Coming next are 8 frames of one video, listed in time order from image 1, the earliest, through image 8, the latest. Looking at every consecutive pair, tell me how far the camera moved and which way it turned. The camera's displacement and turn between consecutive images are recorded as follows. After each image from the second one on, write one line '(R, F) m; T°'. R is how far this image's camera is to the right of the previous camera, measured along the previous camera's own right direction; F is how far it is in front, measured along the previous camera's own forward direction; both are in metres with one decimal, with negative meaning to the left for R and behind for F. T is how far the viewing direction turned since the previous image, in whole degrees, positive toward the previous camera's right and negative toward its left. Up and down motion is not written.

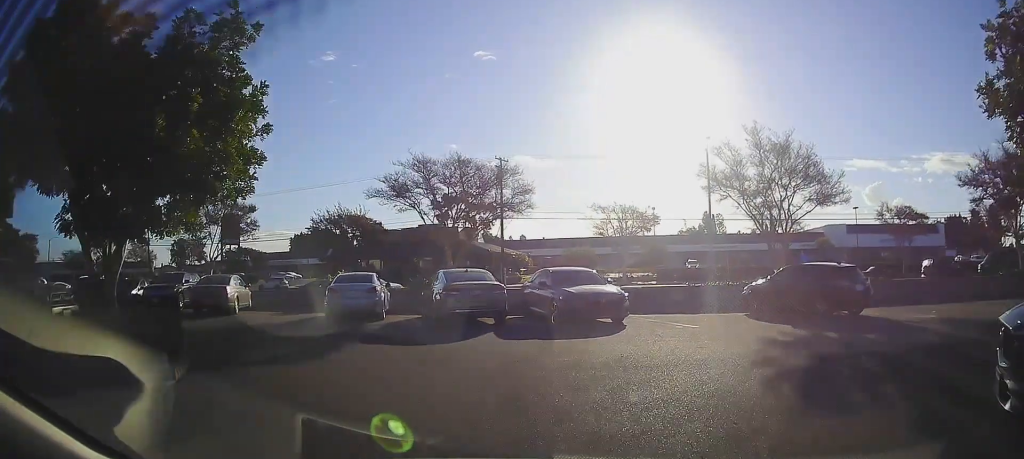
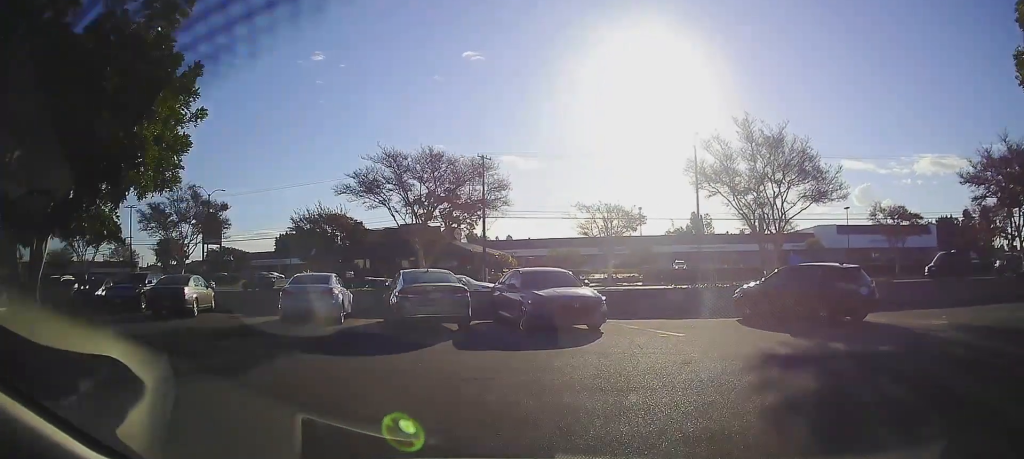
(0.0, +2.0) m; +1°
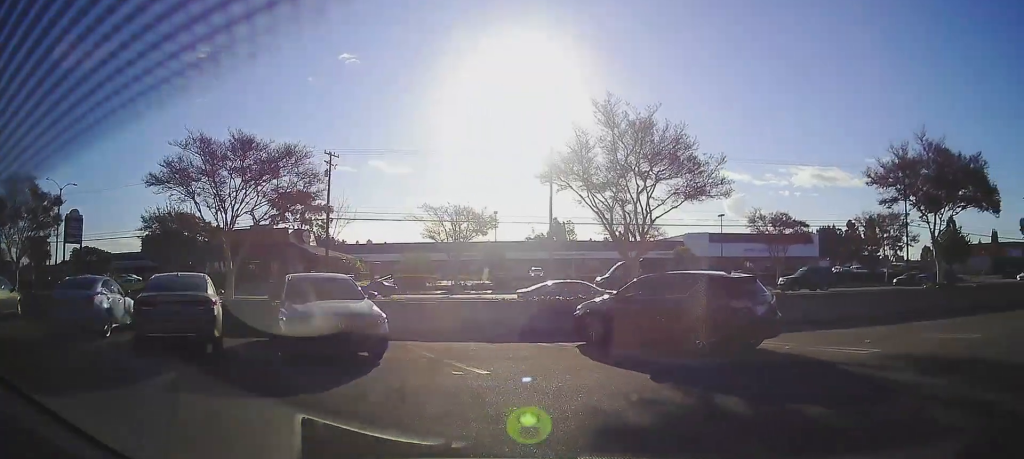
(+0.6, +4.6) m; +27°
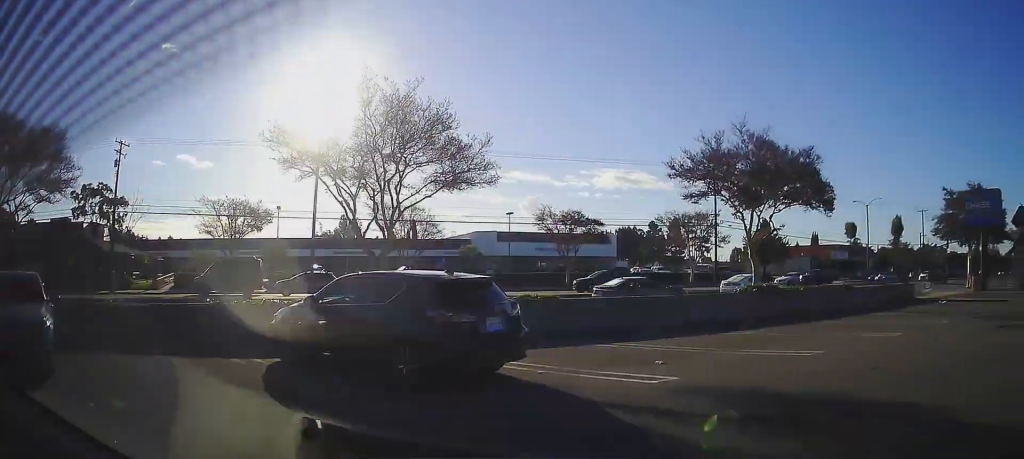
(+0.9, +3.1) m; +25°
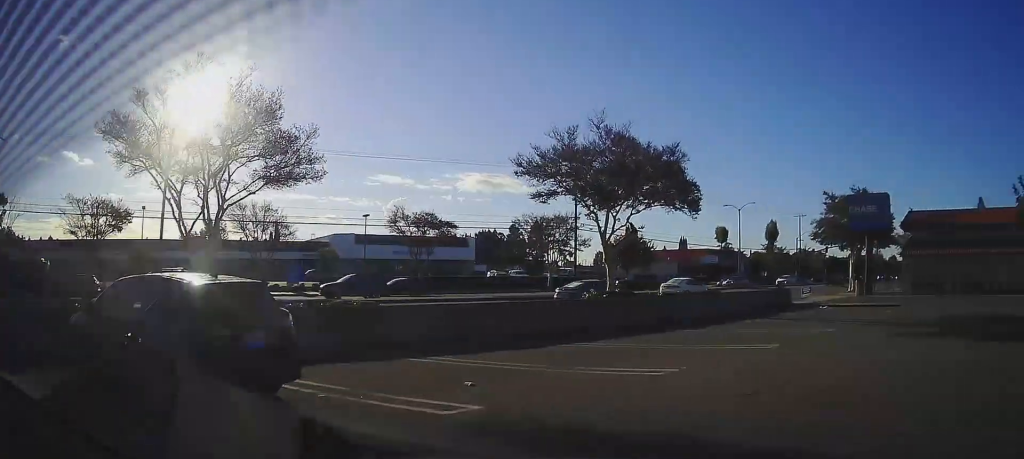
(+0.2, +1.8) m; +8°
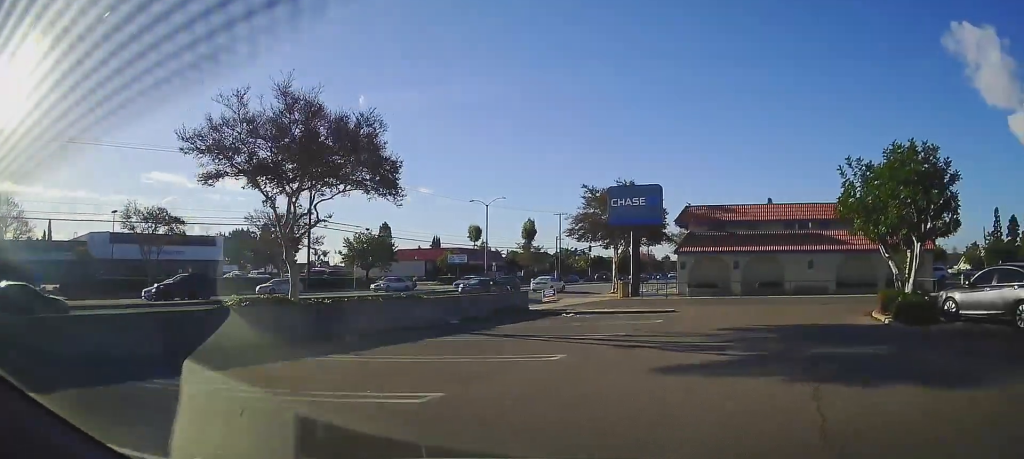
(+0.6, +4.7) m; +13°
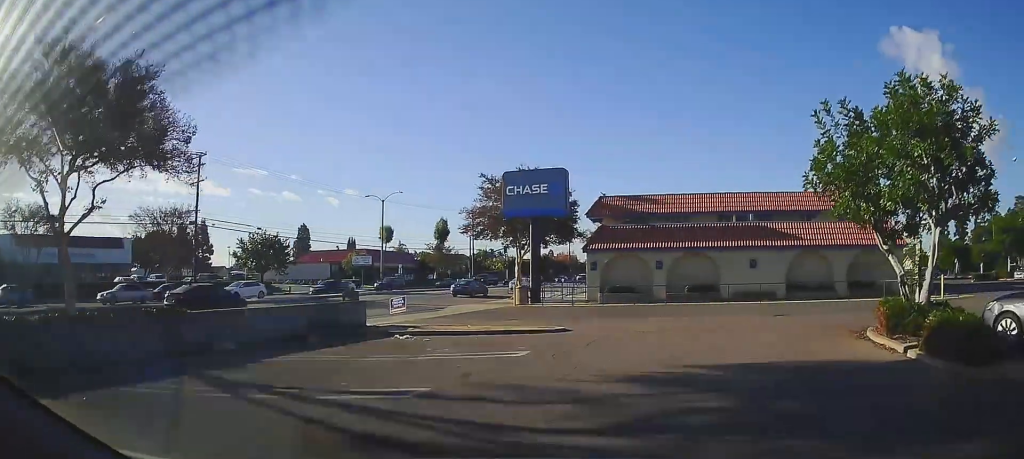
(+0.3, +5.1) m; +10°
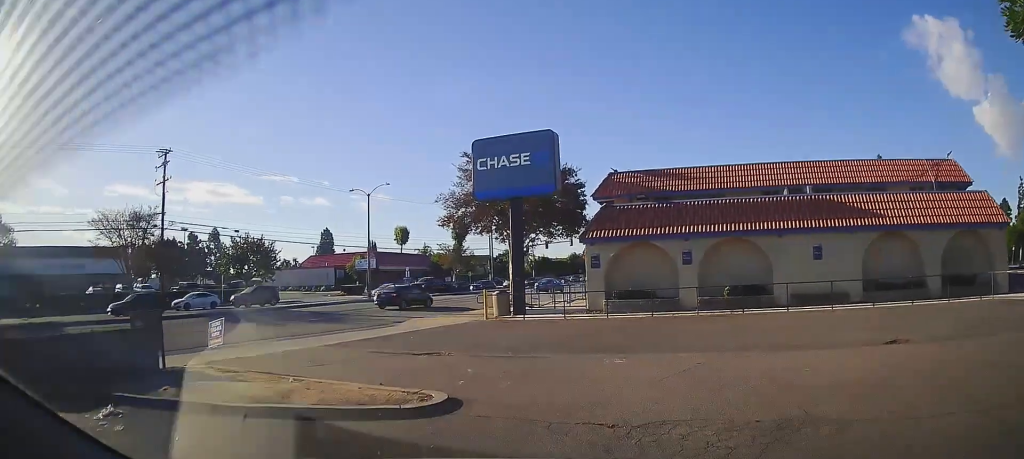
(+0.5, +6.3) m; 0°
